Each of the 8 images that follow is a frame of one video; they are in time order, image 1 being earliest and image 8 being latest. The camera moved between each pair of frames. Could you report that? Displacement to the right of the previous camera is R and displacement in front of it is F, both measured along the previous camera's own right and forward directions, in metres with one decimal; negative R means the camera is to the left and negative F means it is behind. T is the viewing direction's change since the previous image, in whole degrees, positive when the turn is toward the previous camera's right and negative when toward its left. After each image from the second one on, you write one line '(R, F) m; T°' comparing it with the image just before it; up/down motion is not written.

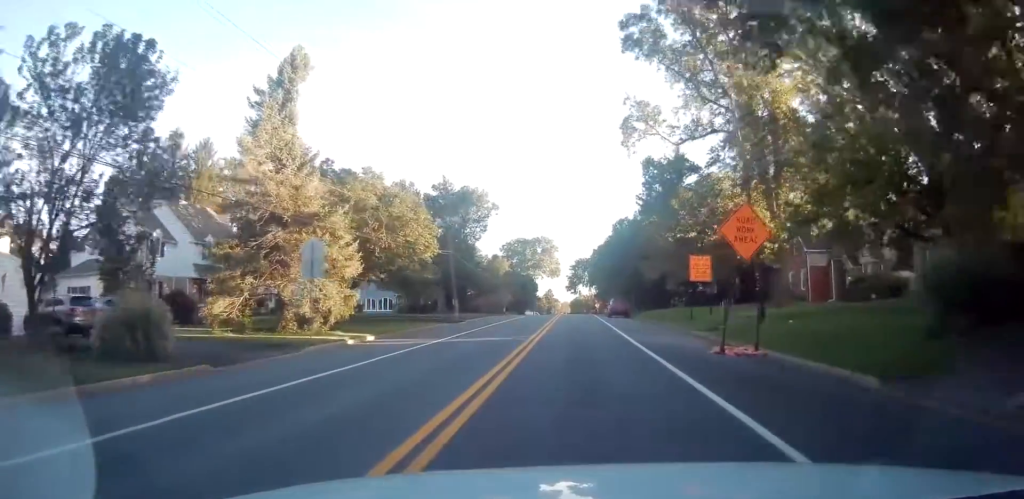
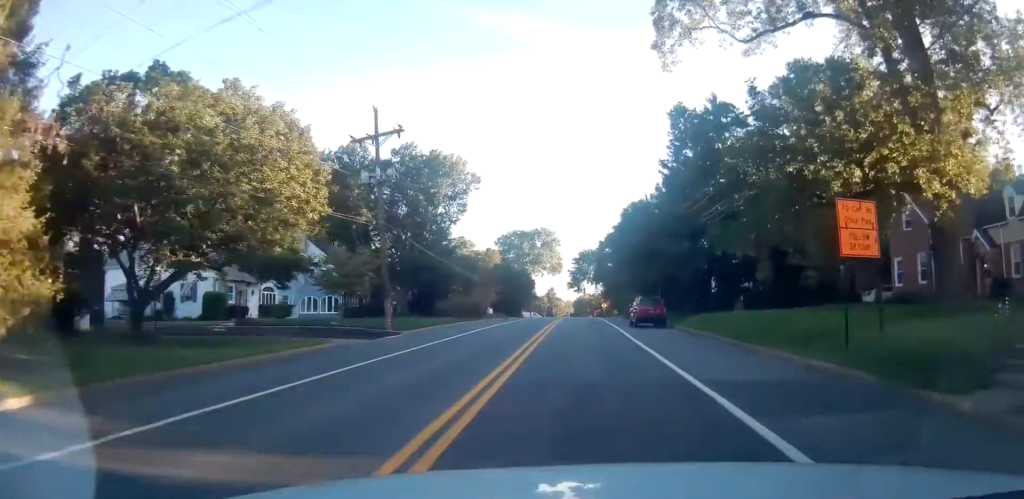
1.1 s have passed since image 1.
(-0.1, +18.5) m; 0°
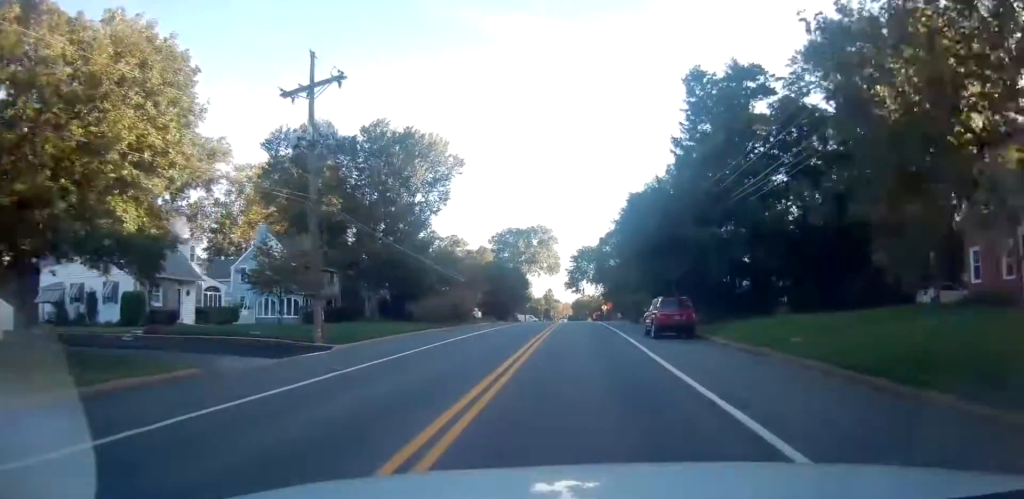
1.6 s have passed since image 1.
(0.0, +8.0) m; 0°
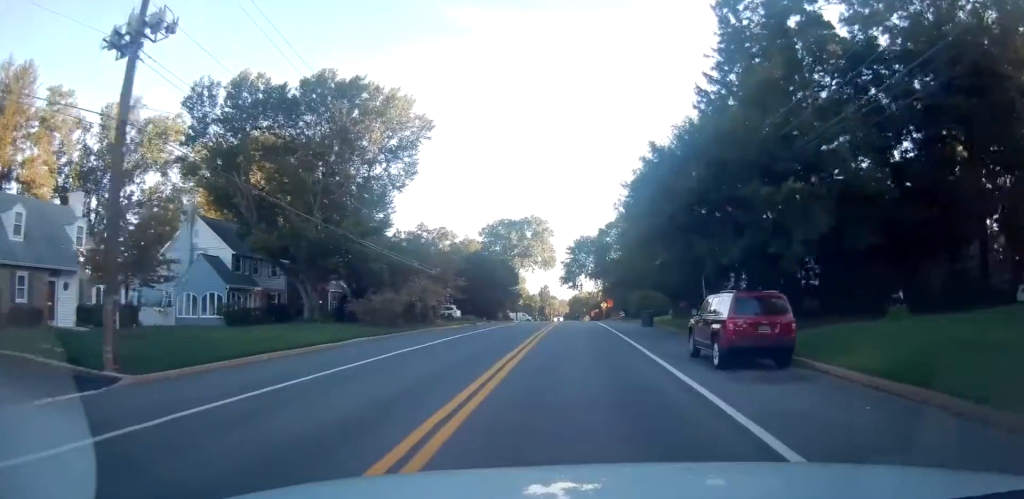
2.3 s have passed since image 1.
(0.0, +11.3) m; 0°
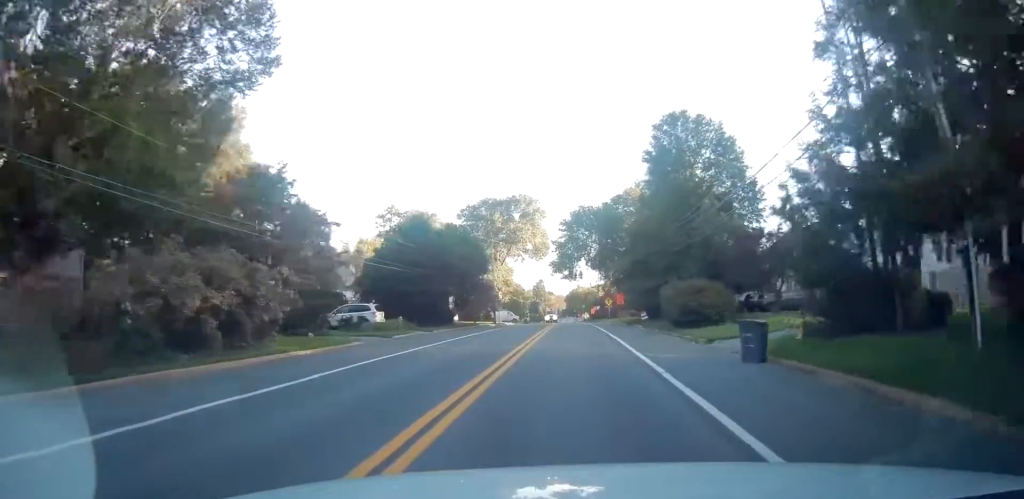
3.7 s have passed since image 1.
(+0.3, +22.8) m; +1°
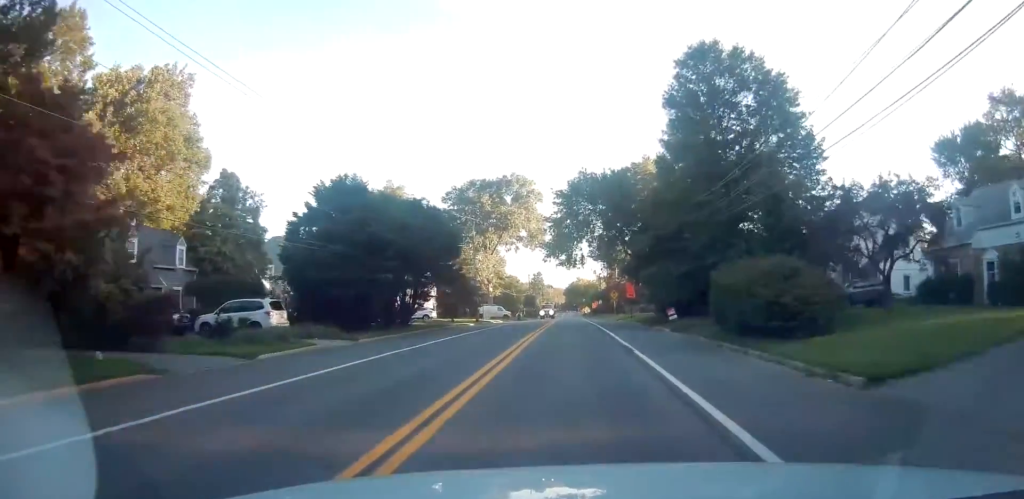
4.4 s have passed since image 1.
(0.0, +12.8) m; -1°
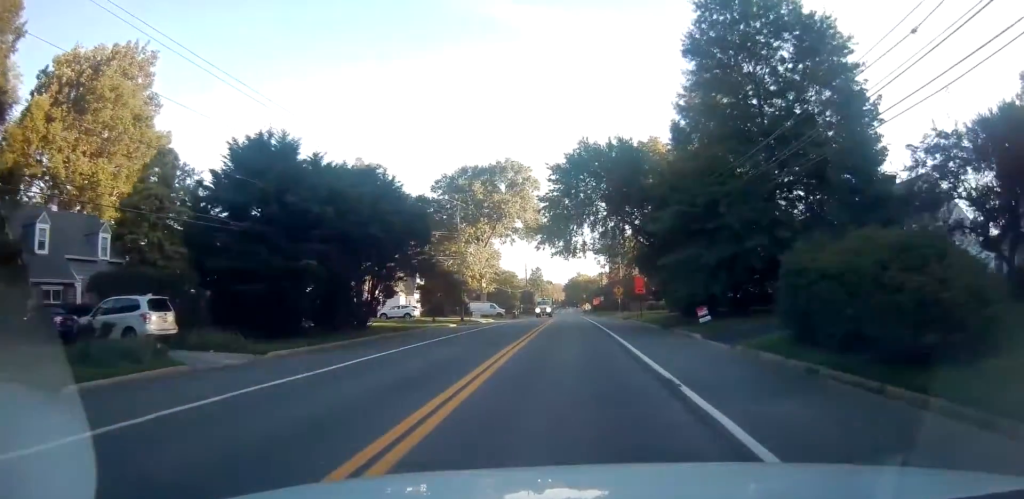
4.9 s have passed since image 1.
(-0.1, +8.1) m; -1°
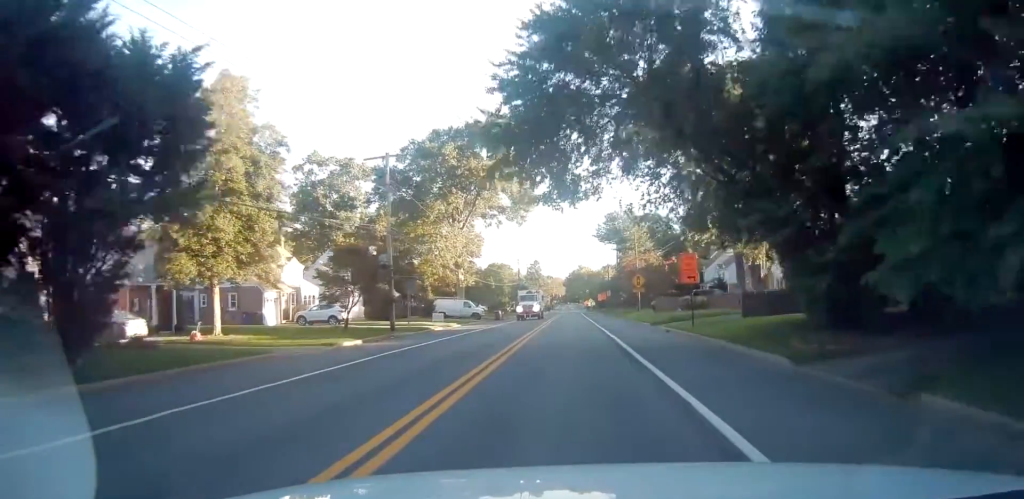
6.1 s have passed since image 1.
(-0.1, +19.9) m; +1°
